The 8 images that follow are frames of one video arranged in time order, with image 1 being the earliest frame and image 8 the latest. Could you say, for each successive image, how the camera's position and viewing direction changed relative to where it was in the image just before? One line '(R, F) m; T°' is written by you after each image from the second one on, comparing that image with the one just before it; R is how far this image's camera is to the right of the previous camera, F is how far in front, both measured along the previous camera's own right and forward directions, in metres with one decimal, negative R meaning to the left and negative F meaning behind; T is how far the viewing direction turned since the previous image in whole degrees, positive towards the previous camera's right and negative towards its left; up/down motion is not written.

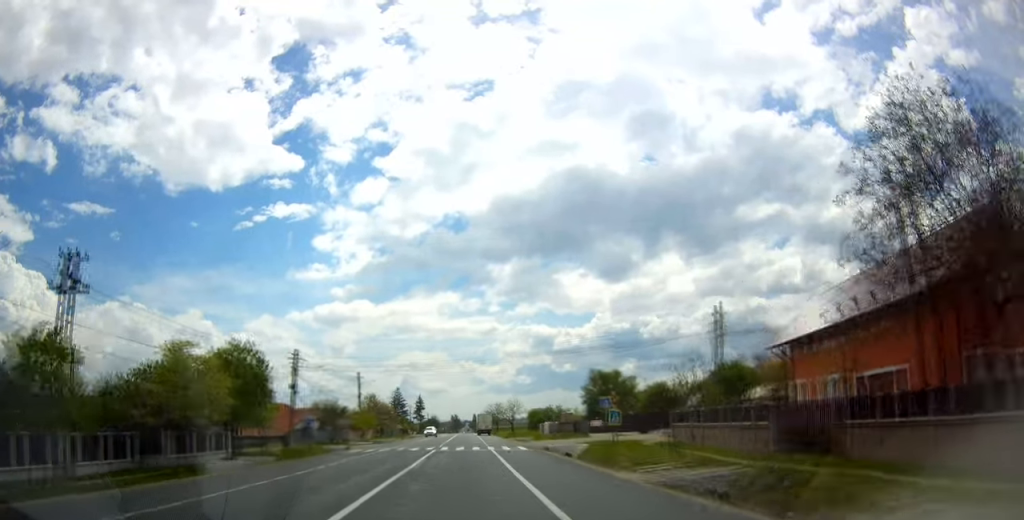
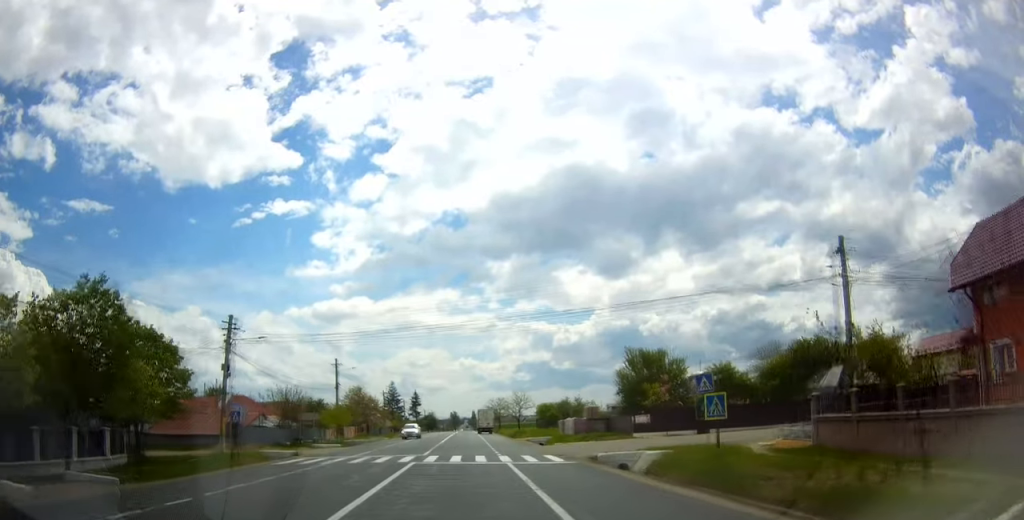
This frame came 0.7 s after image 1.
(+0.1, +13.7) m; 0°
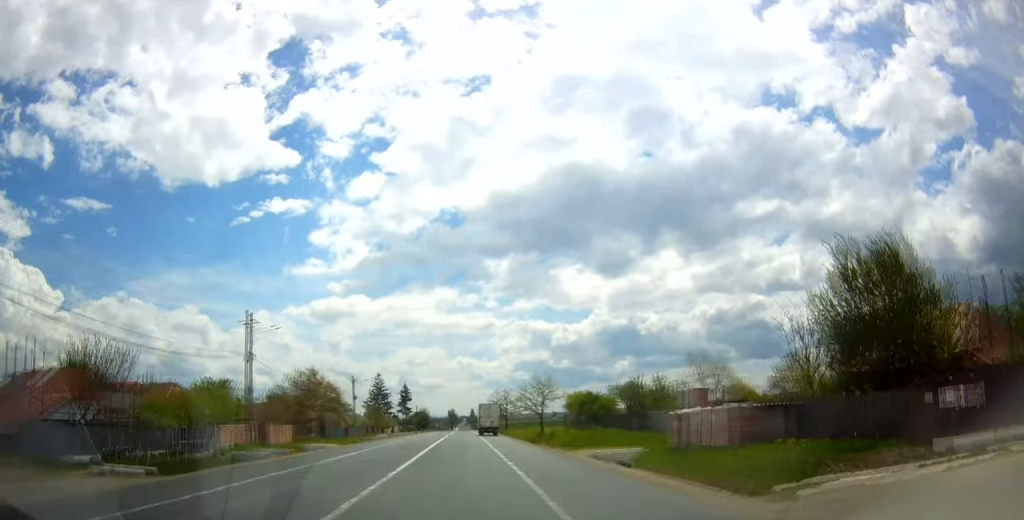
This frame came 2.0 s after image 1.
(-0.1, +27.4) m; 0°
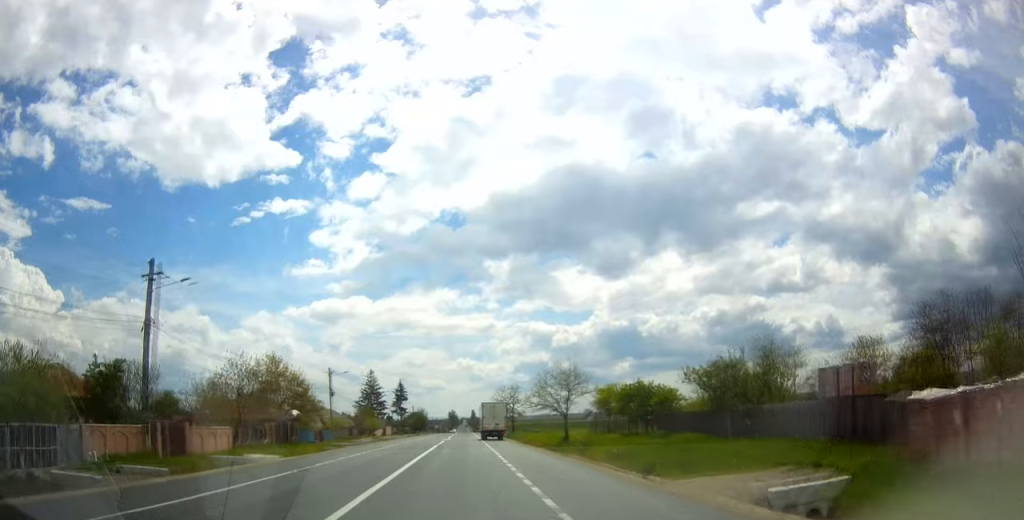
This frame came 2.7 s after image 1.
(-0.1, +13.8) m; 0°
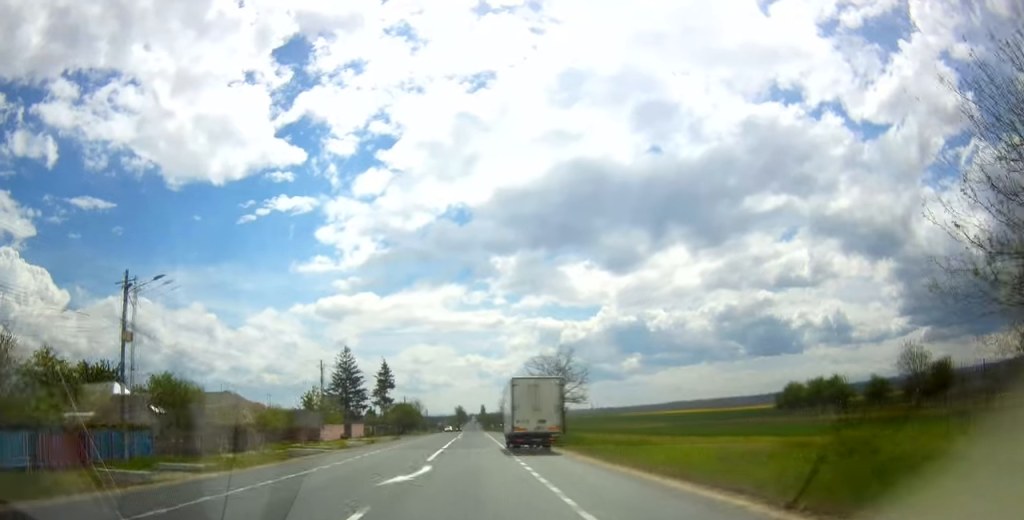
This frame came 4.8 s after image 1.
(-0.2, +42.1) m; 0°
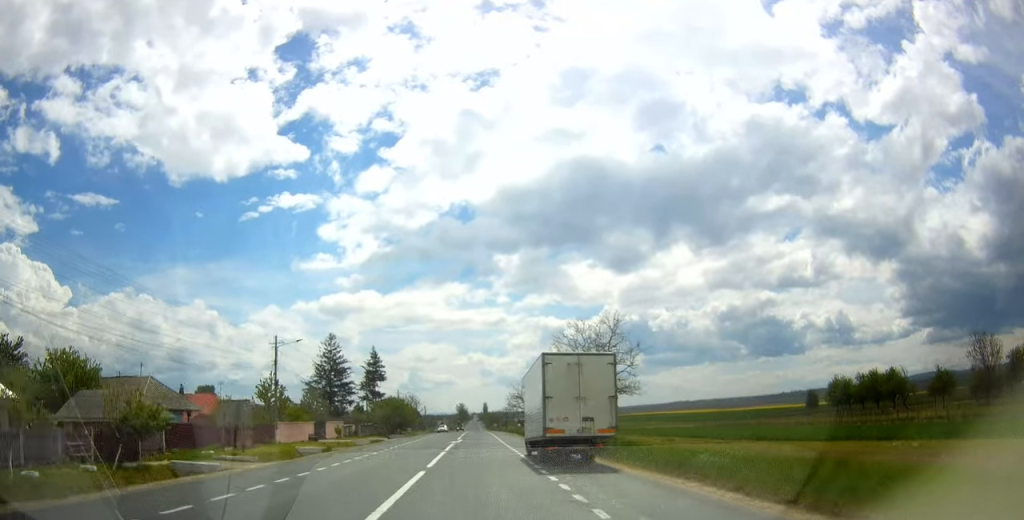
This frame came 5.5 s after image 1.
(+0.2, +15.0) m; 0°
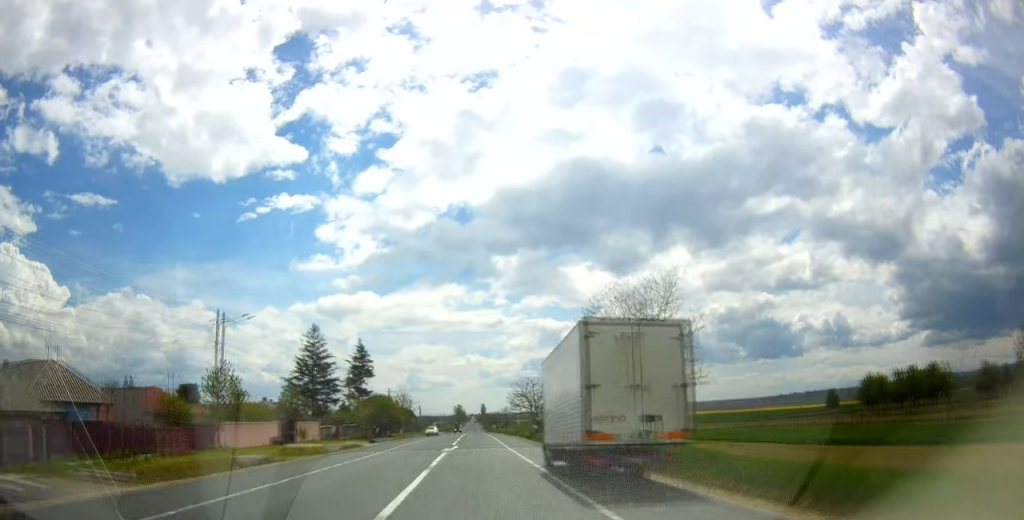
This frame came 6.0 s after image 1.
(-0.1, +10.0) m; -1°
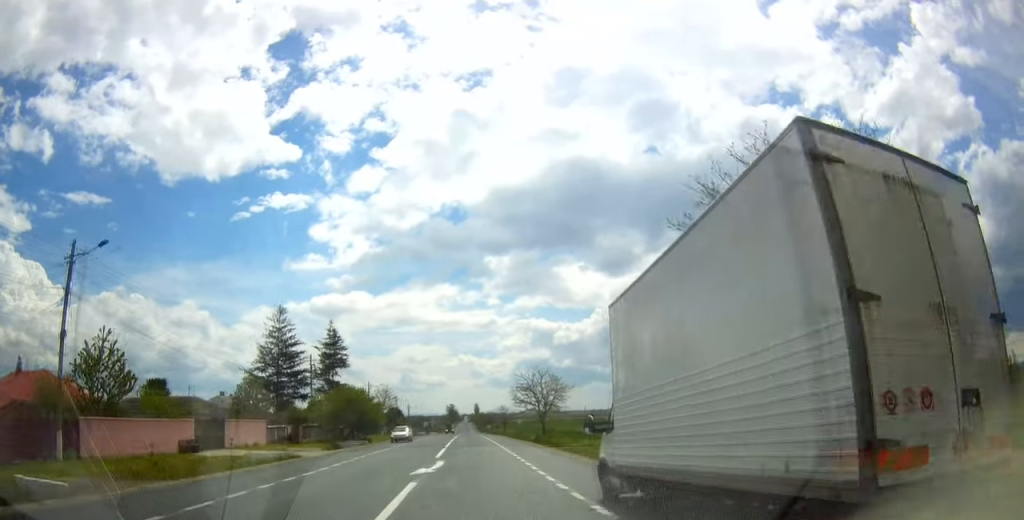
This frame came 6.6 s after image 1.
(-0.1, +14.1) m; -1°
